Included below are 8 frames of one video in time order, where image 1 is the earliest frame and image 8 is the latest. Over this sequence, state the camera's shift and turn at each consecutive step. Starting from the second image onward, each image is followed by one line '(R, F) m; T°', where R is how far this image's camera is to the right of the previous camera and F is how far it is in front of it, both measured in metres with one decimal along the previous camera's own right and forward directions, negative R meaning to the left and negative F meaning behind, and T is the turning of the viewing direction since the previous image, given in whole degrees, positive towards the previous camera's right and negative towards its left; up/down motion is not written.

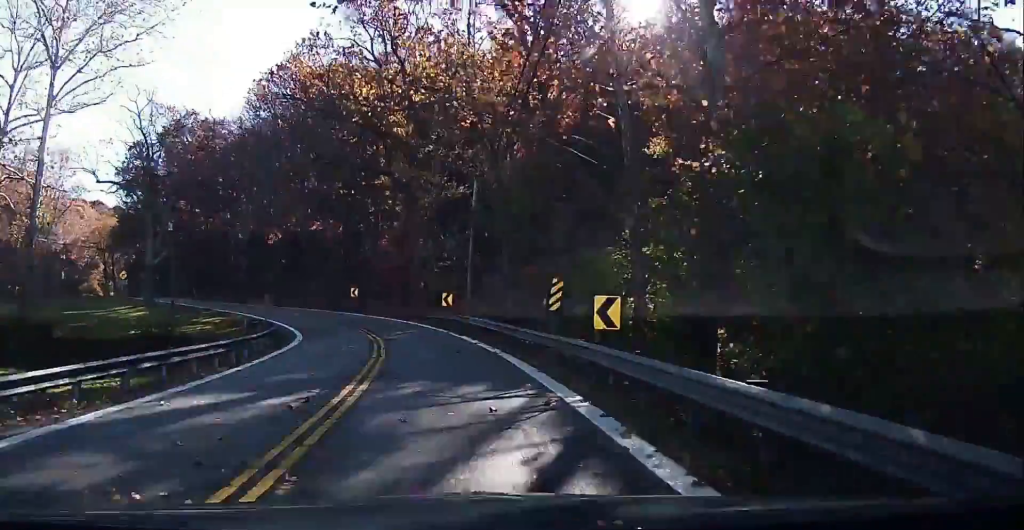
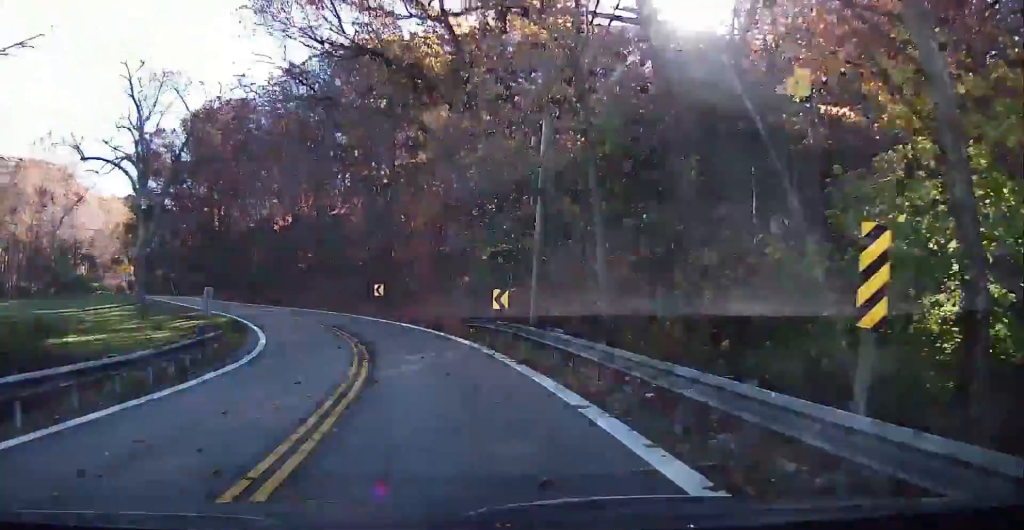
(0.0, +13.7) m; -2°
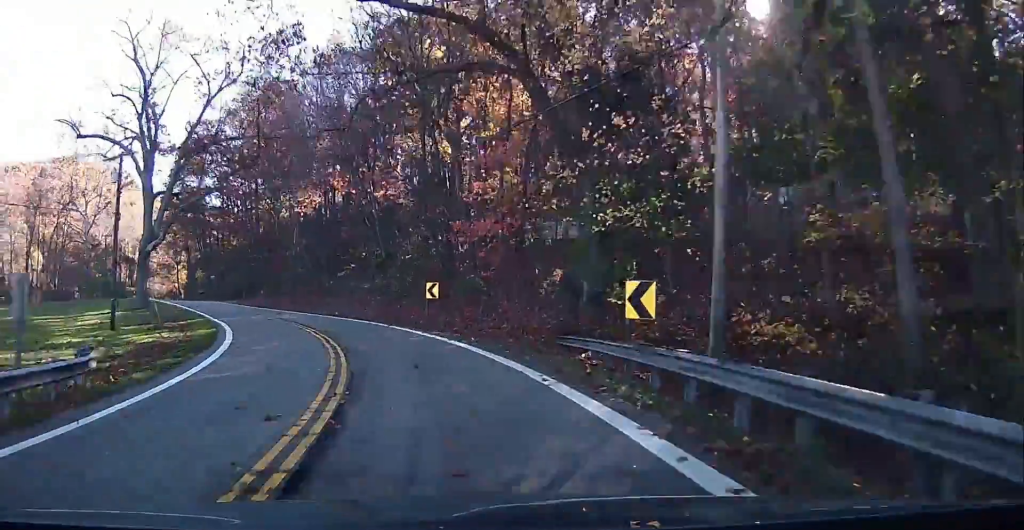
(+0.1, +15.2) m; -6°
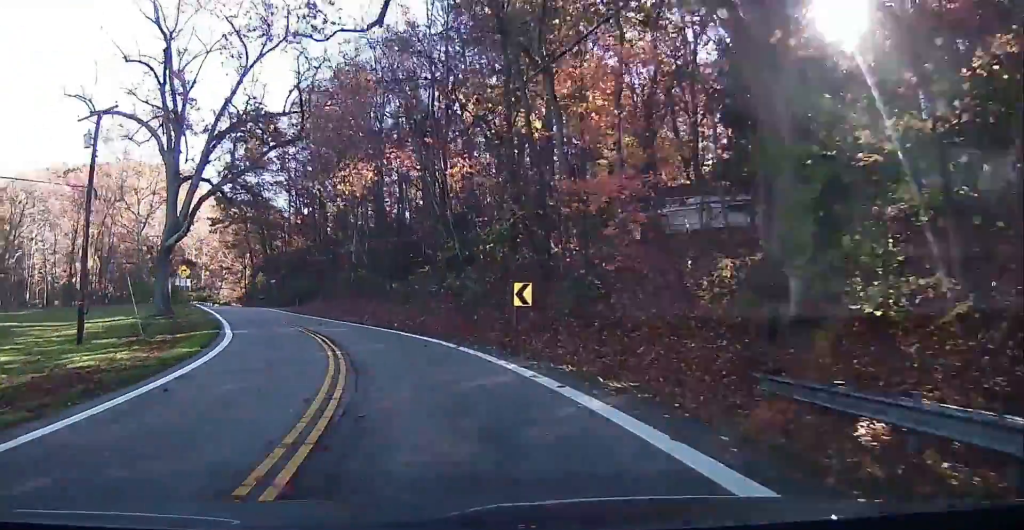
(-1.1, +10.0) m; -4°
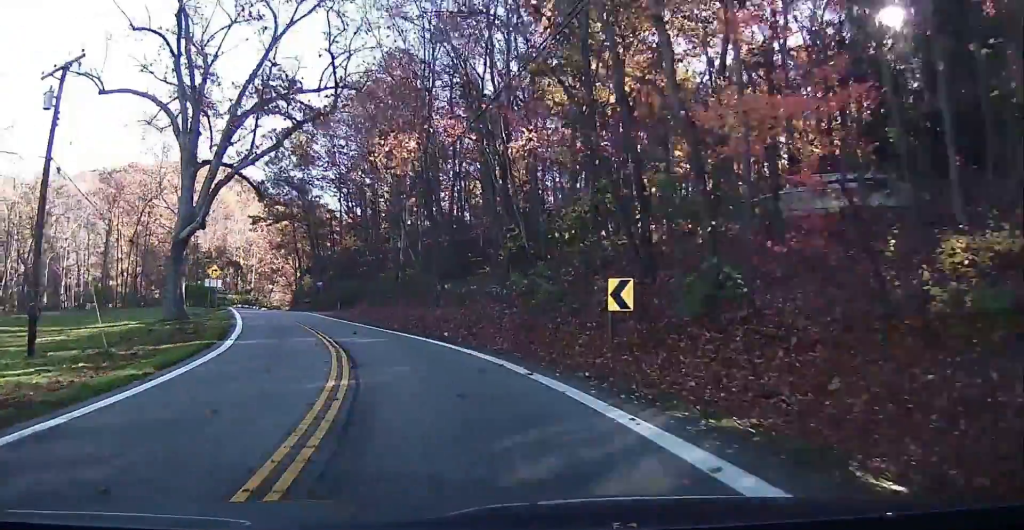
(-0.3, +7.1) m; -3°
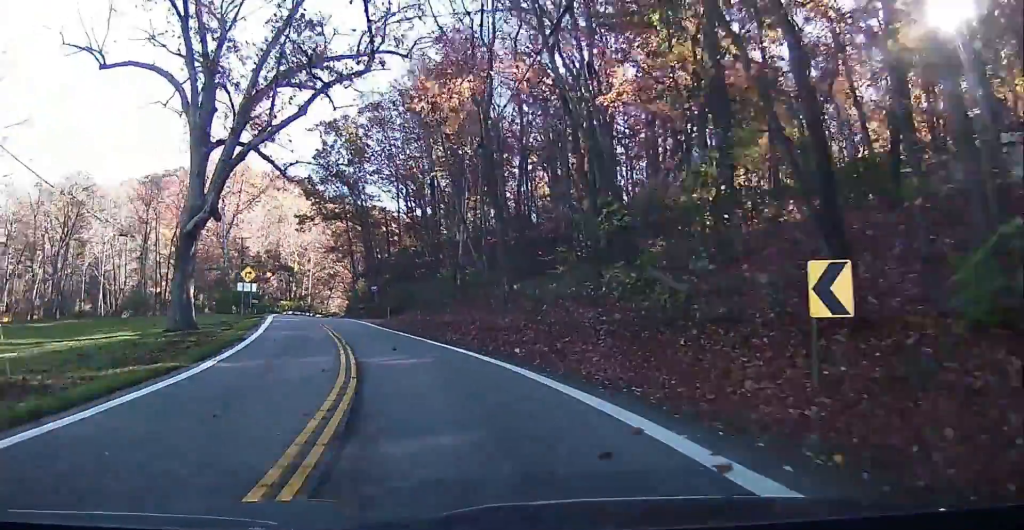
(0.0, +8.7) m; -3°
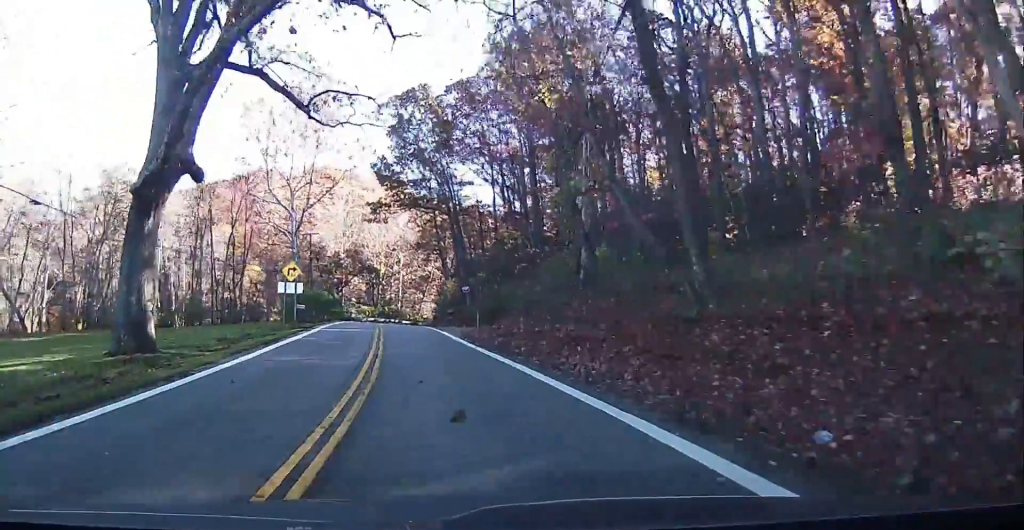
(-0.1, +12.0) m; -6°
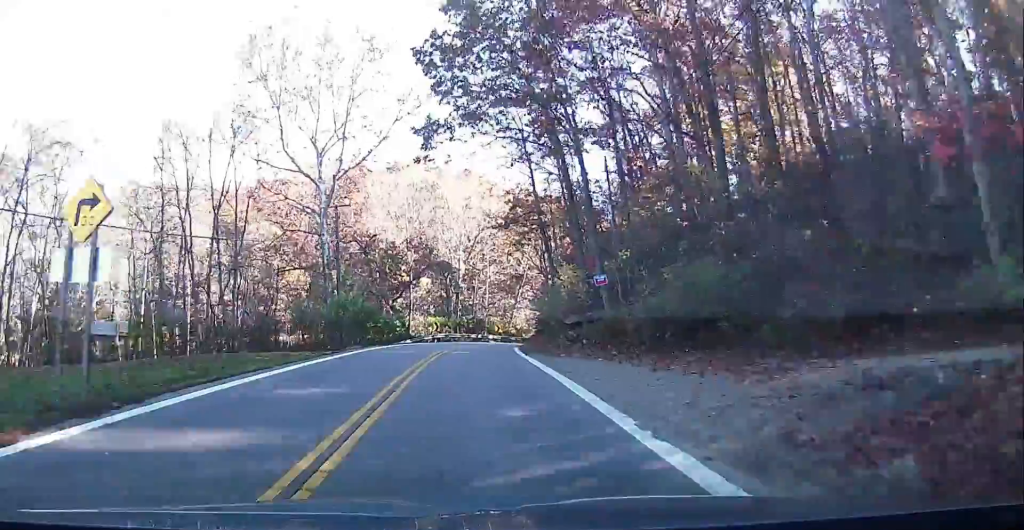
(-5.2, +29.1) m; -18°
